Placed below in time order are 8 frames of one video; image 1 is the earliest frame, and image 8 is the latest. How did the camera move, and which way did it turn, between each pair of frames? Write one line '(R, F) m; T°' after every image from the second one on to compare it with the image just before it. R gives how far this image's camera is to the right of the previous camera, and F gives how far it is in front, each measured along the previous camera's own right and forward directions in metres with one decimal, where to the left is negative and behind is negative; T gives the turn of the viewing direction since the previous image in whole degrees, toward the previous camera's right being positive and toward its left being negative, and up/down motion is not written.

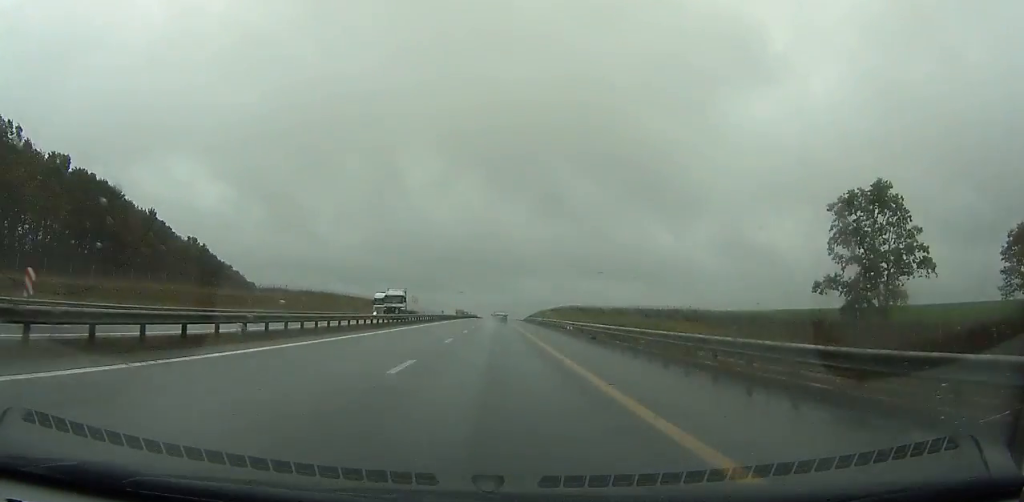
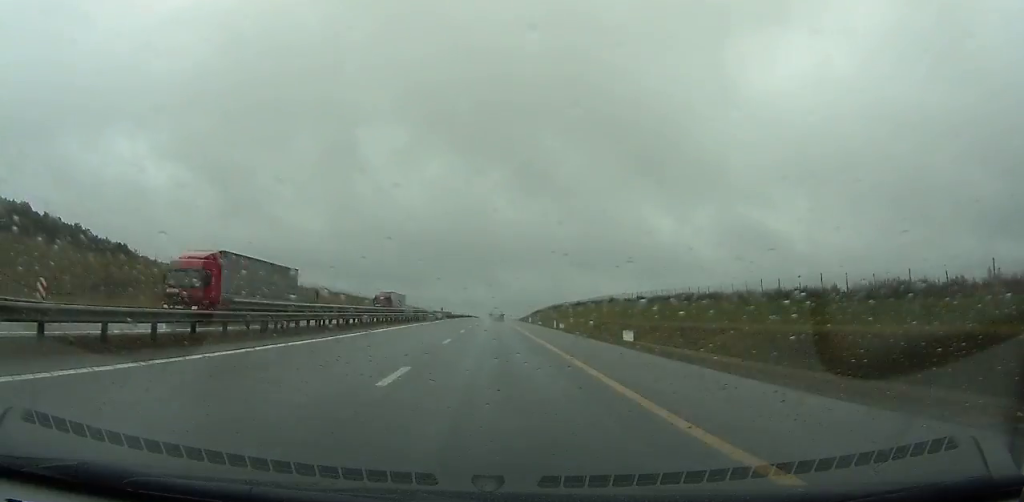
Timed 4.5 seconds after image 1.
(+0.3, +121.3) m; 0°
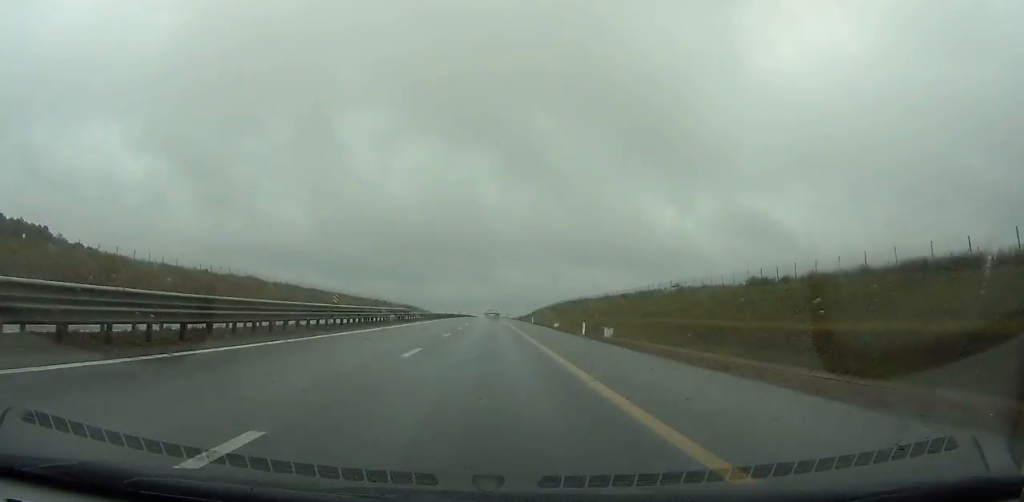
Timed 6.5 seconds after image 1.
(+0.2, +53.8) m; 0°
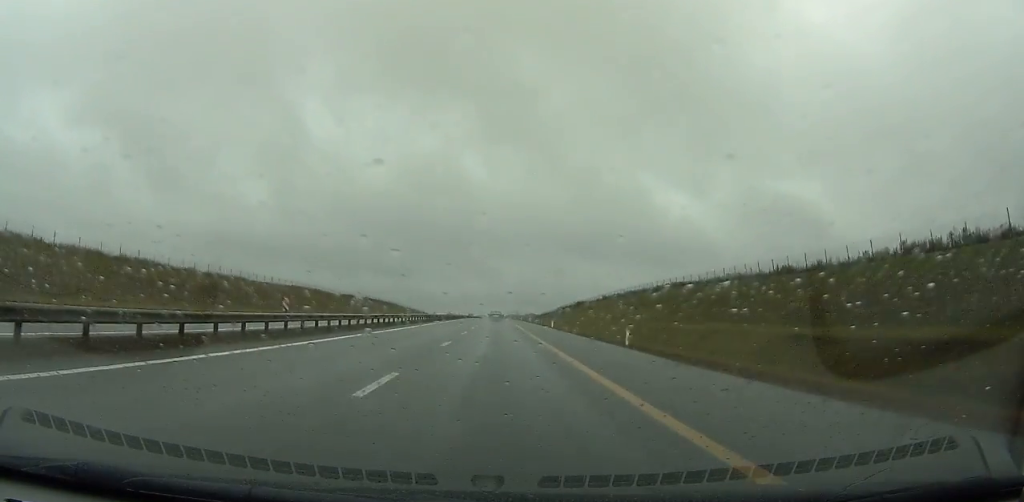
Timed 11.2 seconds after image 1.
(-0.8, +126.2) m; 0°
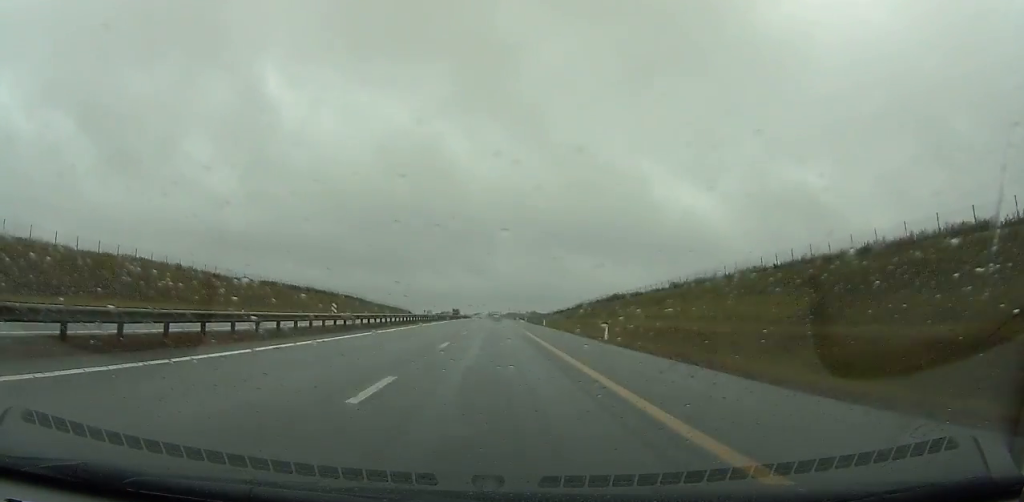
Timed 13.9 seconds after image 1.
(+0.1, +73.2) m; 0°
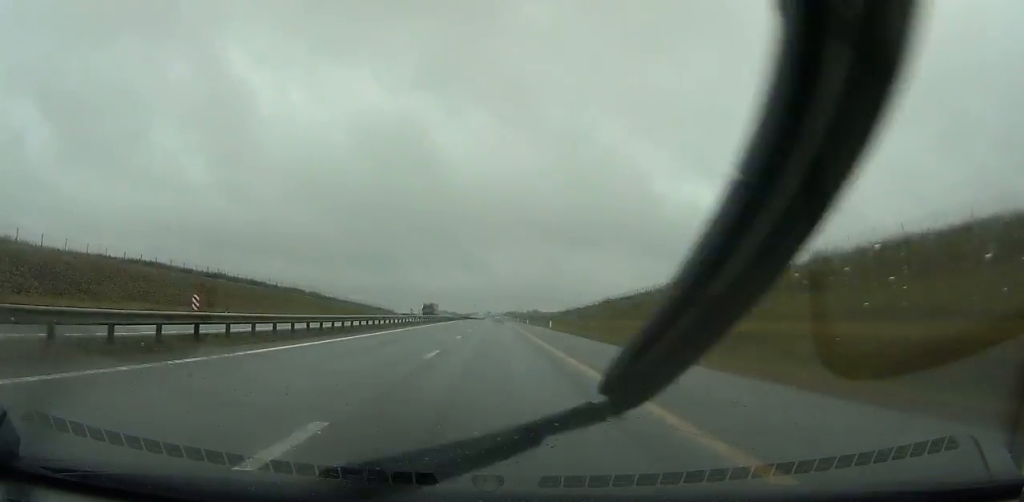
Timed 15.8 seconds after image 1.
(+0.1, +52.0) m; 0°
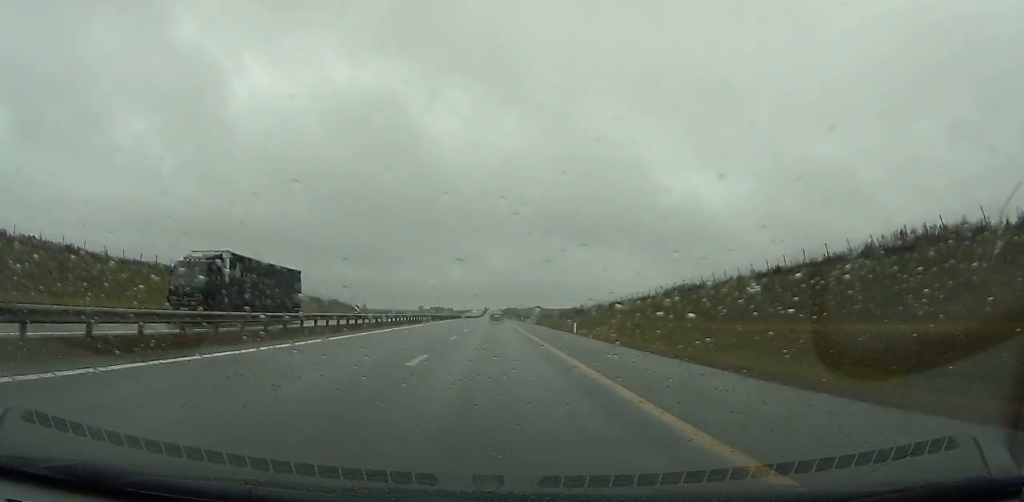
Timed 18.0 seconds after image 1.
(+0.2, +61.0) m; 0°
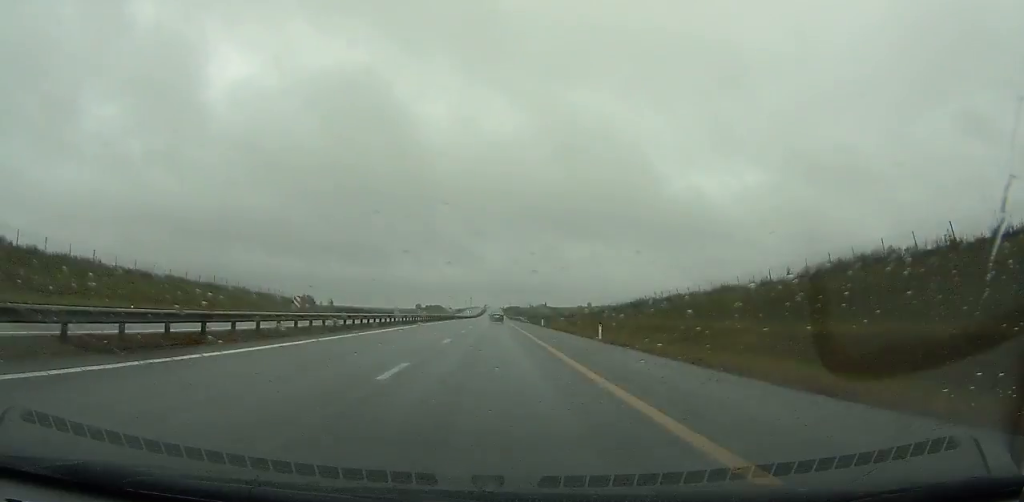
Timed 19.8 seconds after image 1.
(0.0, +50.7) m; 0°
